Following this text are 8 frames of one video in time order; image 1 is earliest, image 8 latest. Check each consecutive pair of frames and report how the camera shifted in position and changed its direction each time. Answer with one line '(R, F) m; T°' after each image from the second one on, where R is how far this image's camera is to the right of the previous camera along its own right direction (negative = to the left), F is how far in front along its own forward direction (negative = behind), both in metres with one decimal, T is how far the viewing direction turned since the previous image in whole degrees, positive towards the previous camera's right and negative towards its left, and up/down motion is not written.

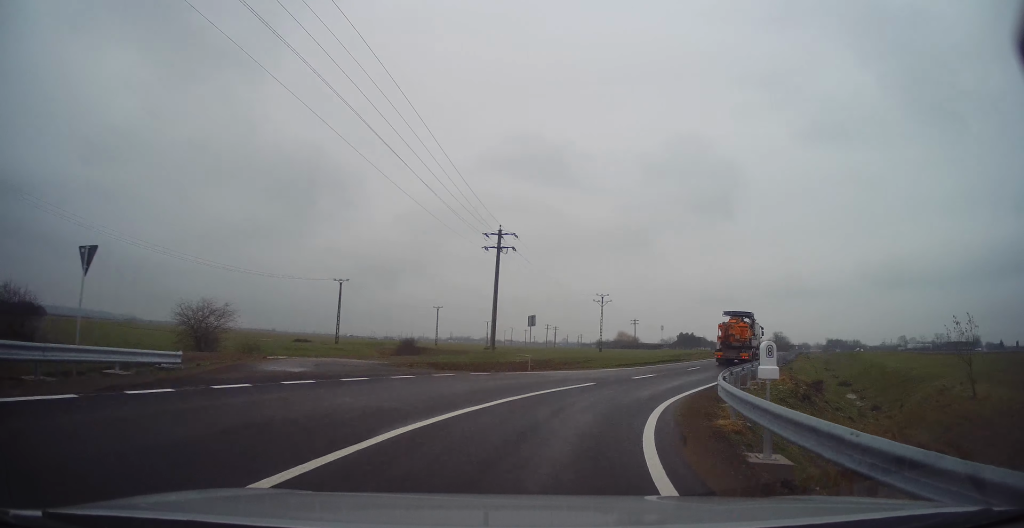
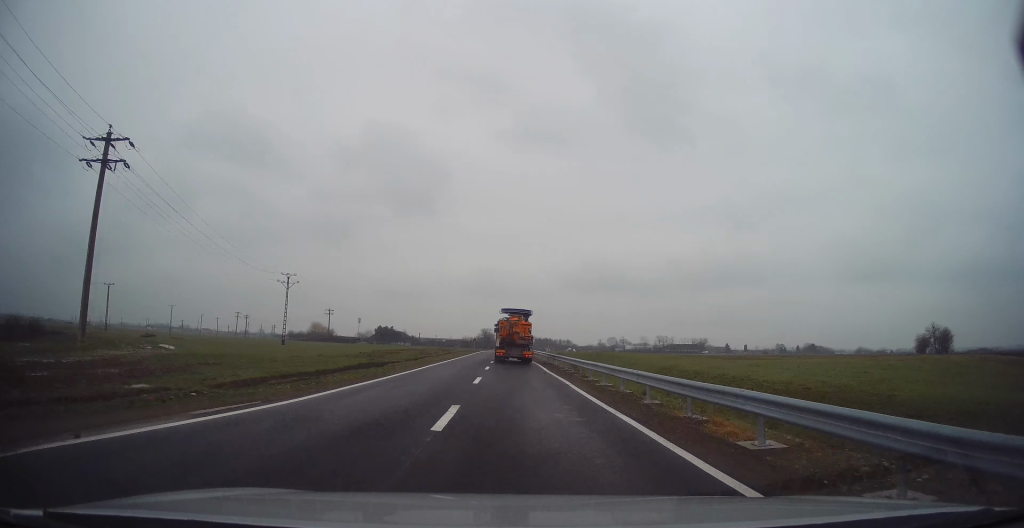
(+5.4, +20.4) m; +25°
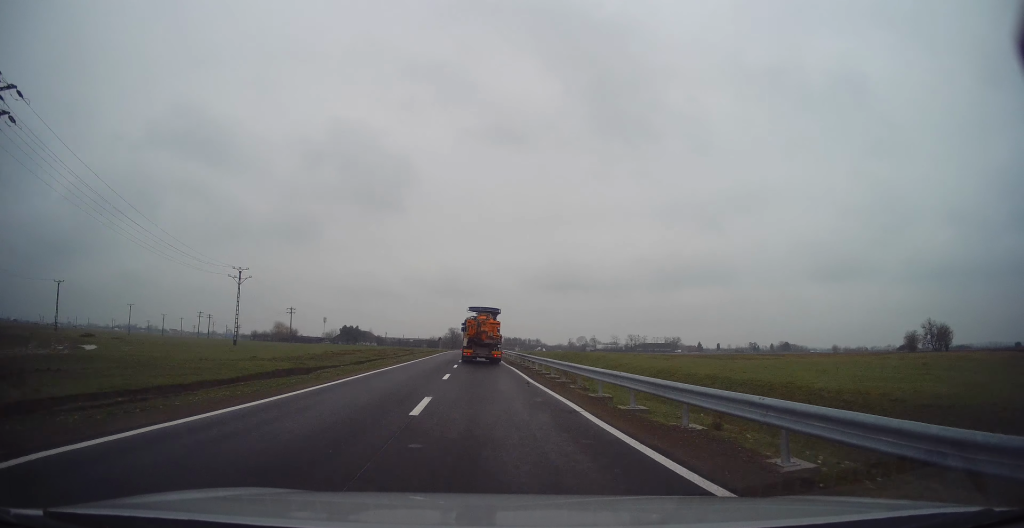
(+0.6, +7.2) m; +4°
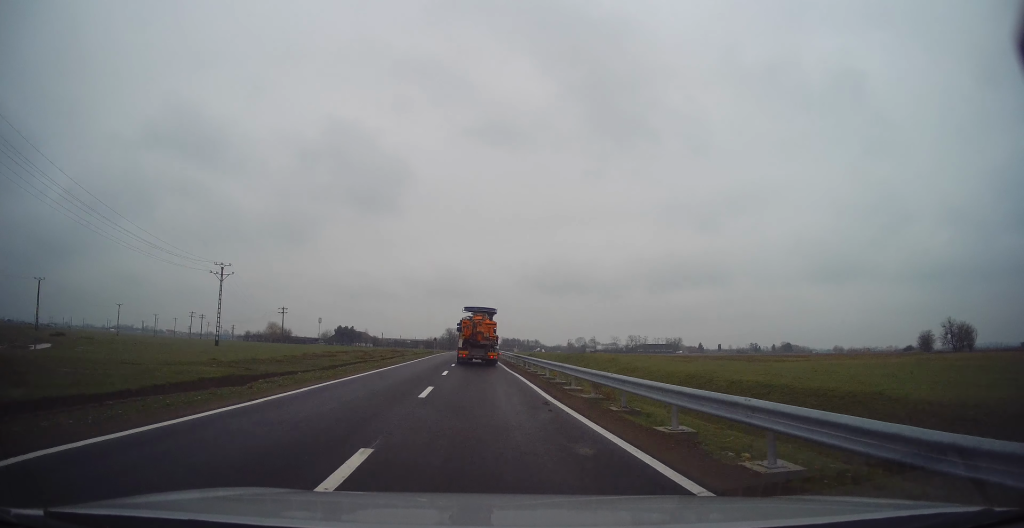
(0.0, +6.0) m; -1°
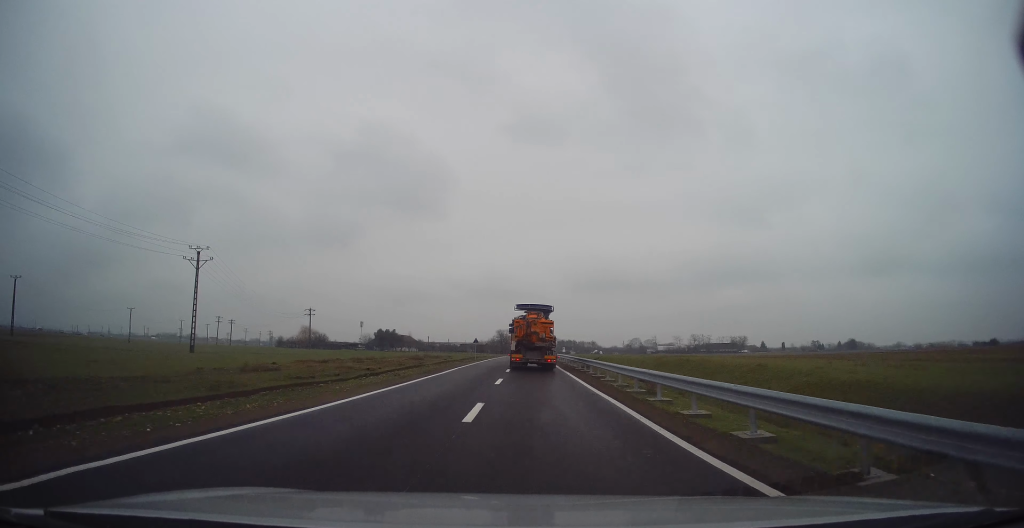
(-0.4, +20.8) m; -3°
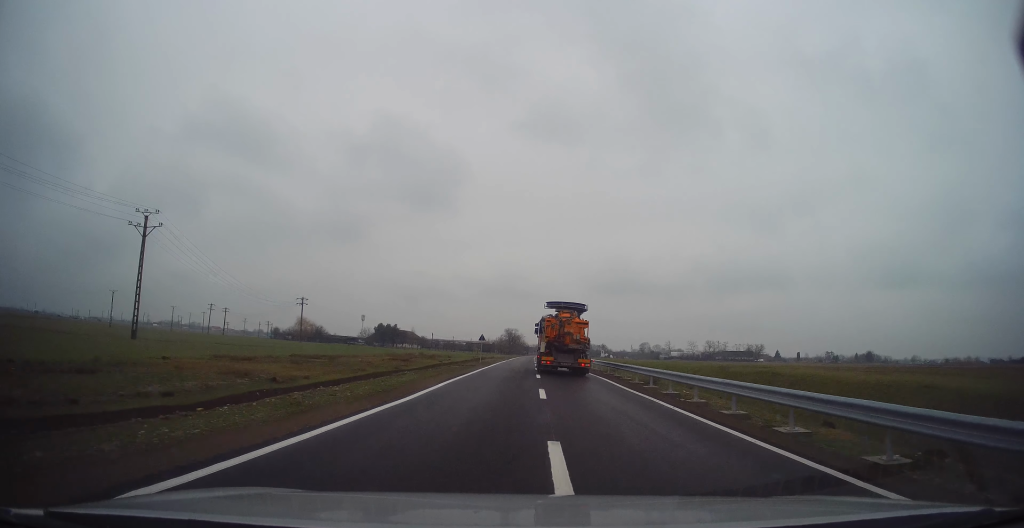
(-0.3, +14.2) m; 0°
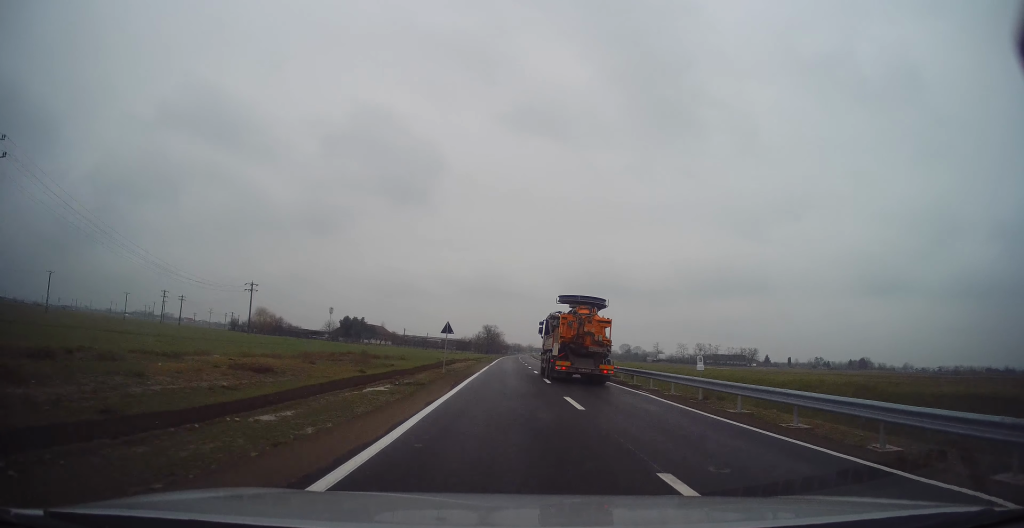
(+0.2, +19.9) m; +1°
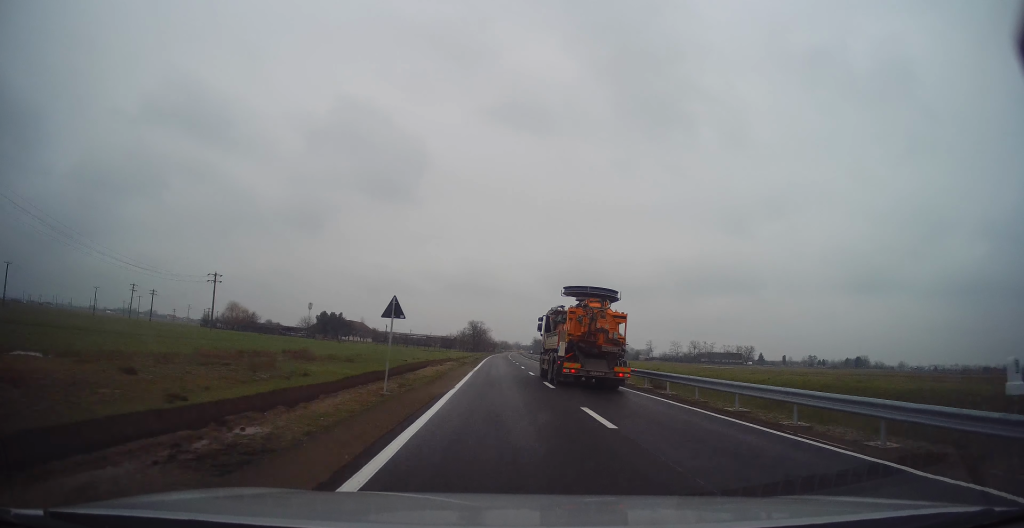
(0.0, +12.3) m; +1°
